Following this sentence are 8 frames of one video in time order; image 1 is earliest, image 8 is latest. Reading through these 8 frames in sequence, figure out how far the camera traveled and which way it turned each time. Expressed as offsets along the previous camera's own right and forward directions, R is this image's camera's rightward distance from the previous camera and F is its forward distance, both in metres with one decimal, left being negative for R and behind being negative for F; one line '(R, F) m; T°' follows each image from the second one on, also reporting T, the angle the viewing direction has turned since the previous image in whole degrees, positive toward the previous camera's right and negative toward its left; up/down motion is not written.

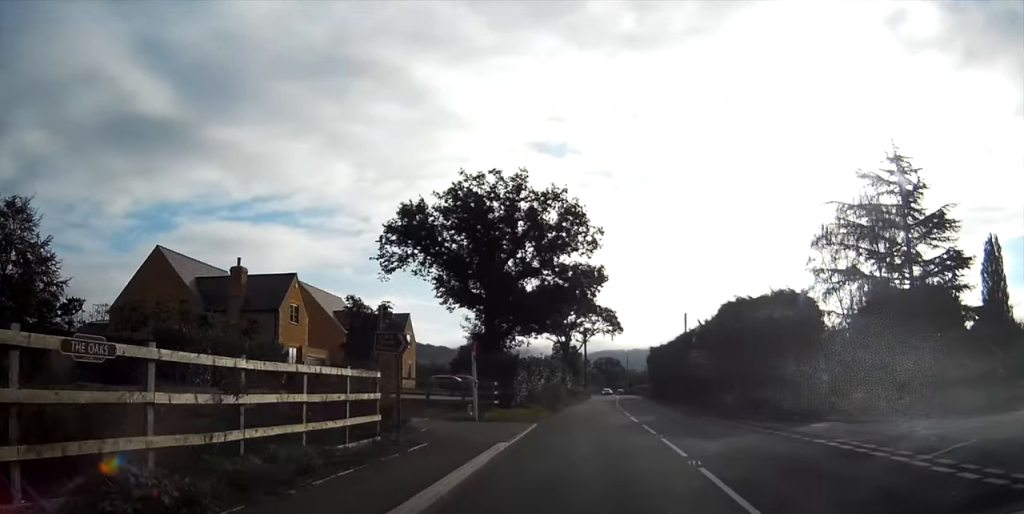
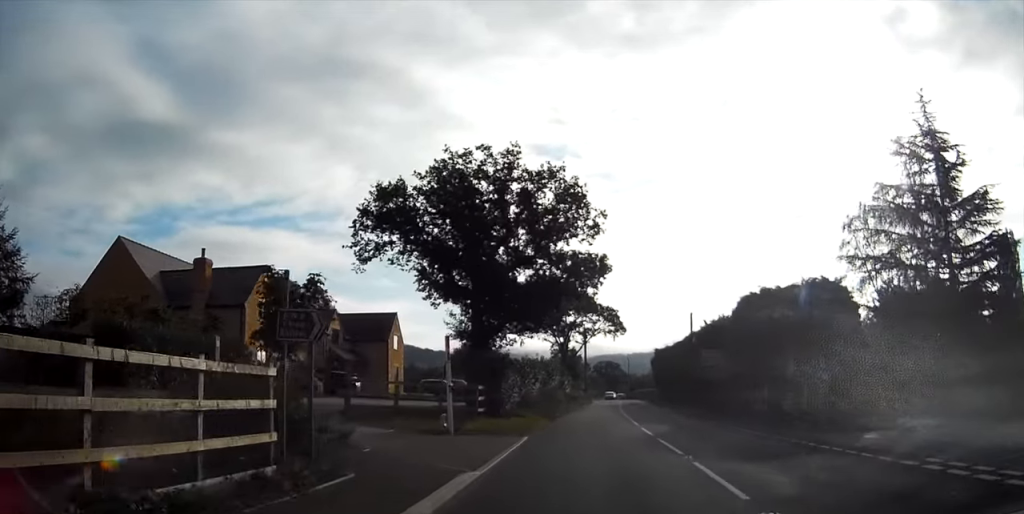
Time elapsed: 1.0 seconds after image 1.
(-0.1, +5.1) m; +1°
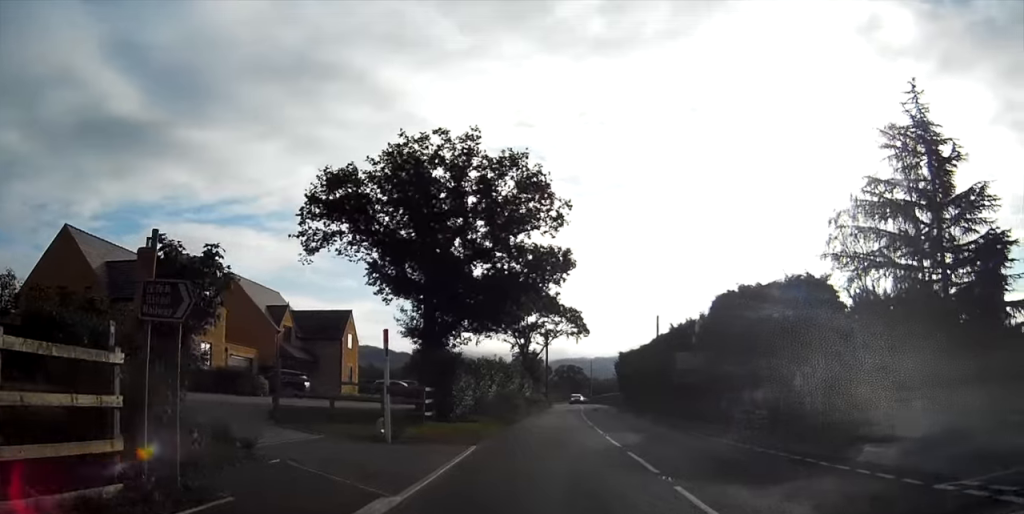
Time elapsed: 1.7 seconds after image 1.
(0.0, +2.4) m; +3°
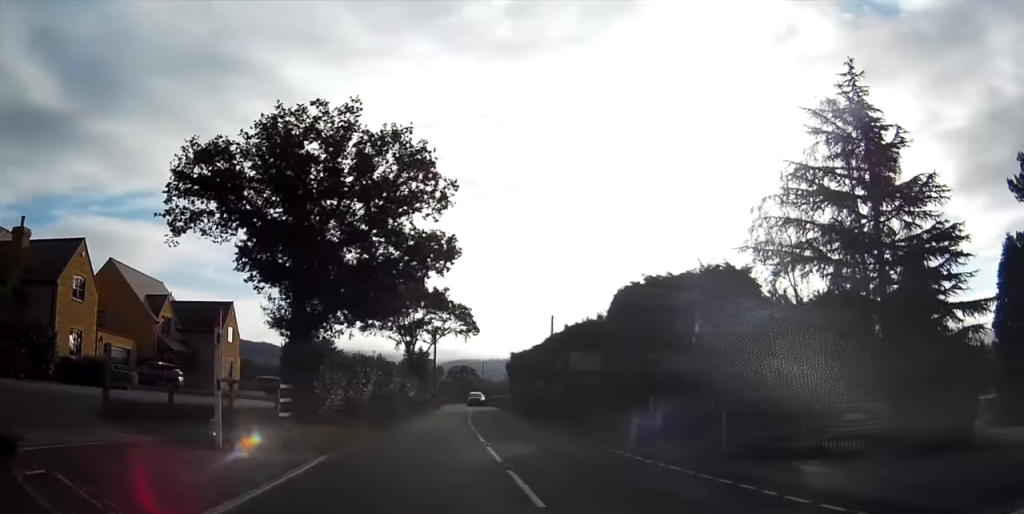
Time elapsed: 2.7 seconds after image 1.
(+0.2, +3.2) m; +10°
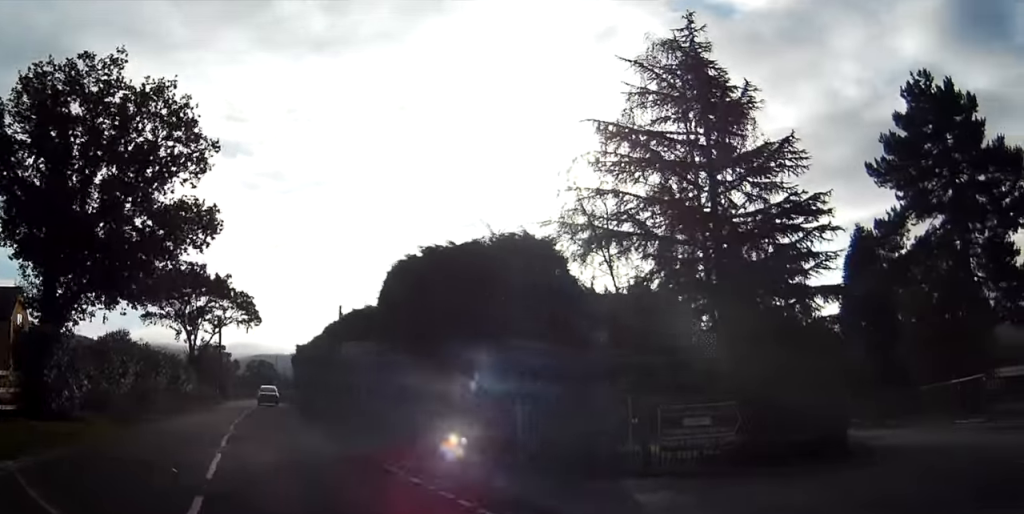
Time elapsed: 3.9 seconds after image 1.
(+0.5, +3.8) m; +18°
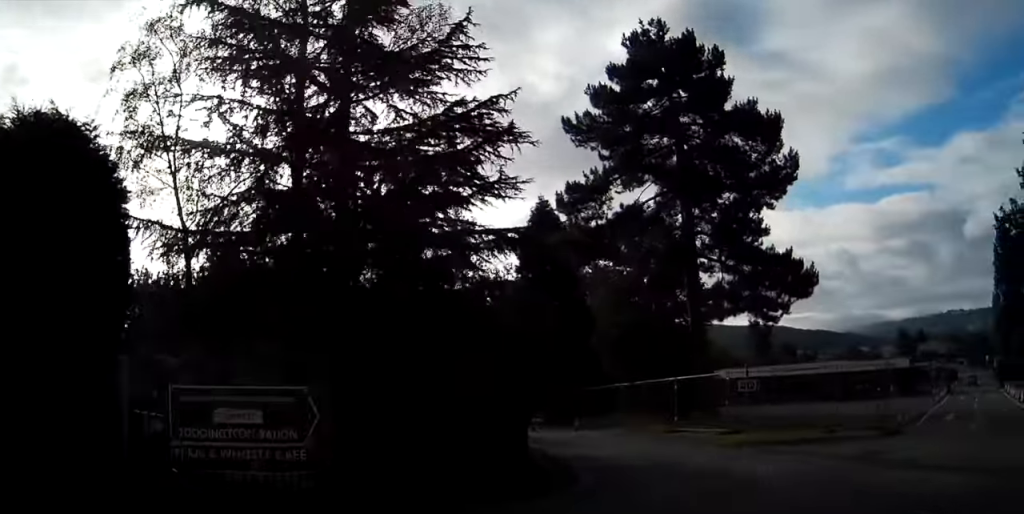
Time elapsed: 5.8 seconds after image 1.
(+1.6, +6.1) m; +25°
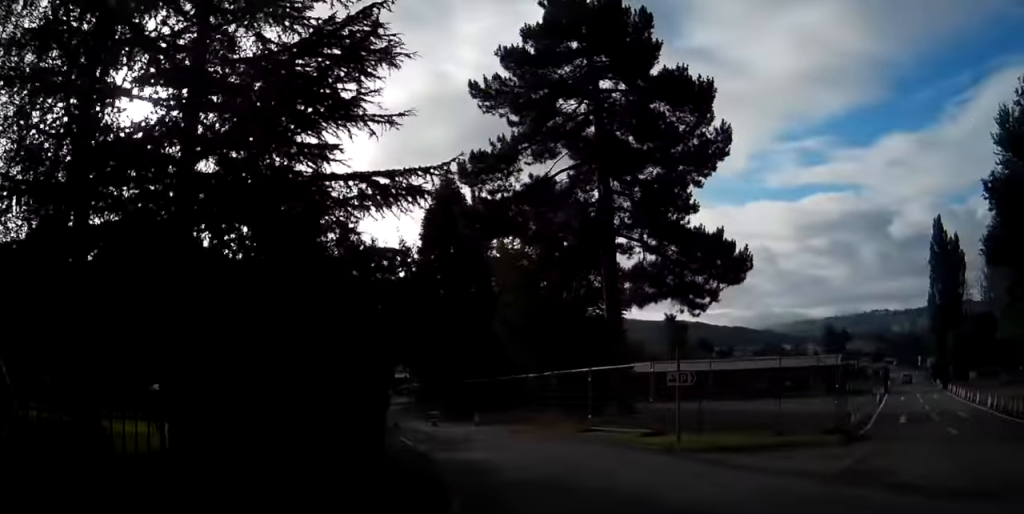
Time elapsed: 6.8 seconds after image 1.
(+0.2, +3.5) m; +4°
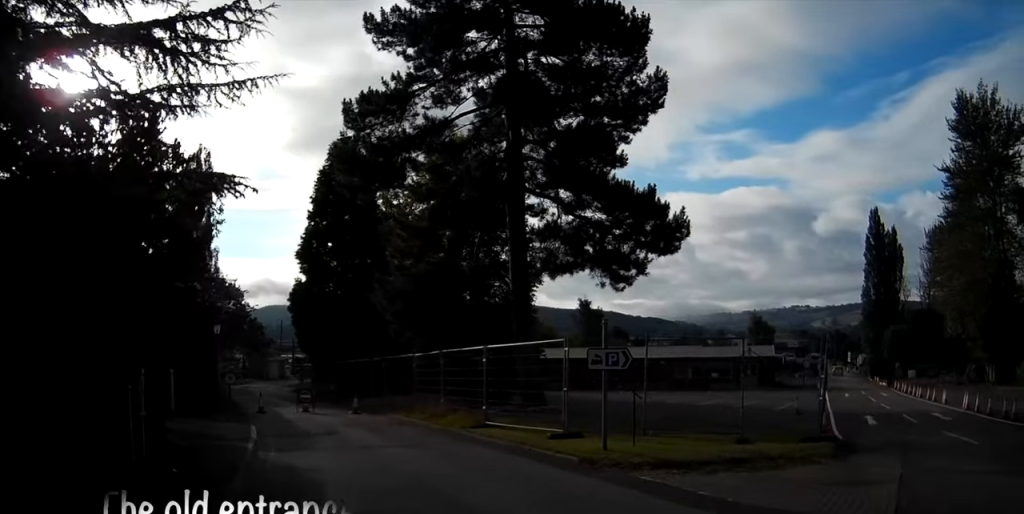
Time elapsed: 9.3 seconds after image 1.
(+0.3, +5.1) m; +7°
